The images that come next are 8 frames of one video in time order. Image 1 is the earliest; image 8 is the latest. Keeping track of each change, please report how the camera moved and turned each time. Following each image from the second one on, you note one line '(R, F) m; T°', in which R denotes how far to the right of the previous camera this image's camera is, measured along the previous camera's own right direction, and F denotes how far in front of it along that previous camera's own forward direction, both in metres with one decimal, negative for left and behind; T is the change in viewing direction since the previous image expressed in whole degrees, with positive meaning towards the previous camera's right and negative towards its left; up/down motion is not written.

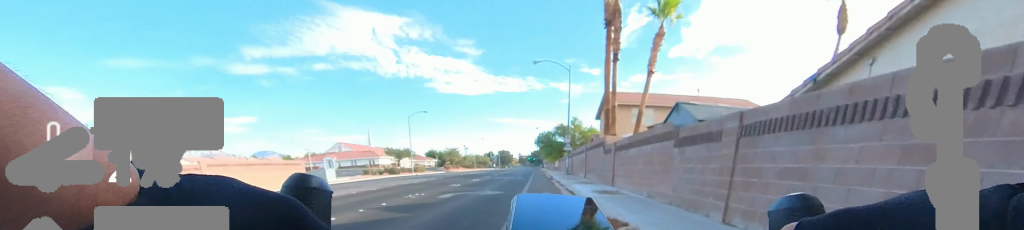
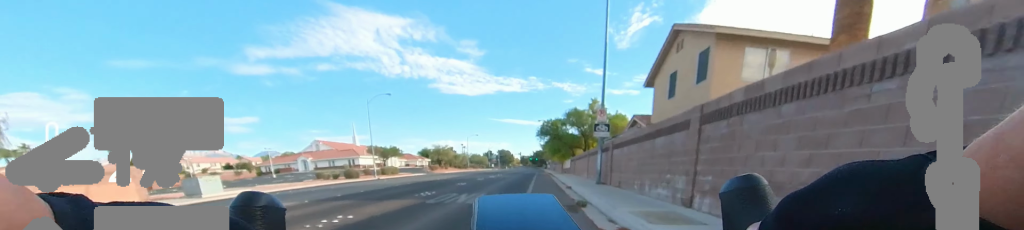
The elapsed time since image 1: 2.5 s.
(0.0, +14.7) m; 0°
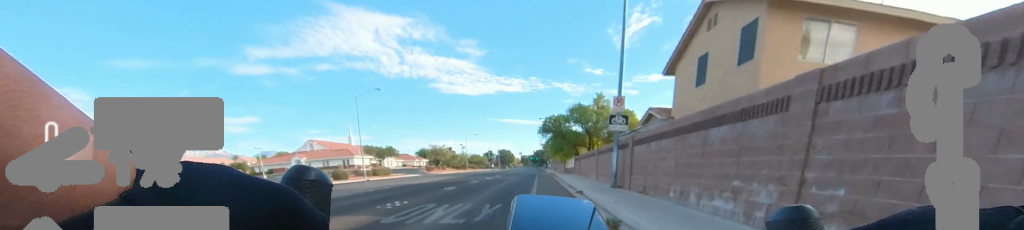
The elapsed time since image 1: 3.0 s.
(0.0, +2.0) m; 0°
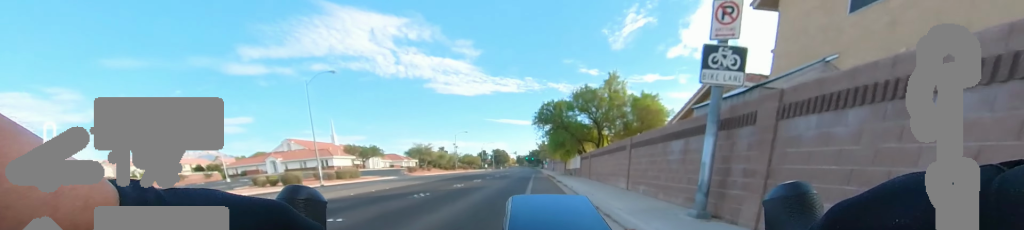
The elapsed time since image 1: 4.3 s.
(0.0, +5.5) m; 0°
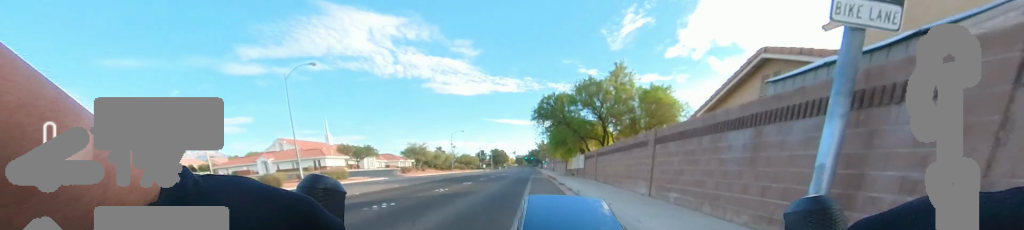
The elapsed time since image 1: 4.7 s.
(0.0, +2.2) m; 0°
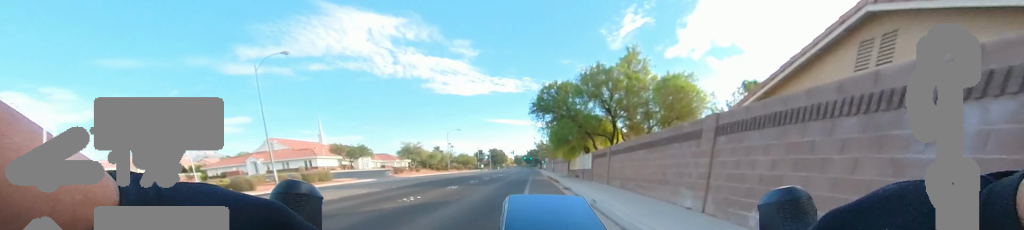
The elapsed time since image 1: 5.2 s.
(0.0, +3.1) m; 0°
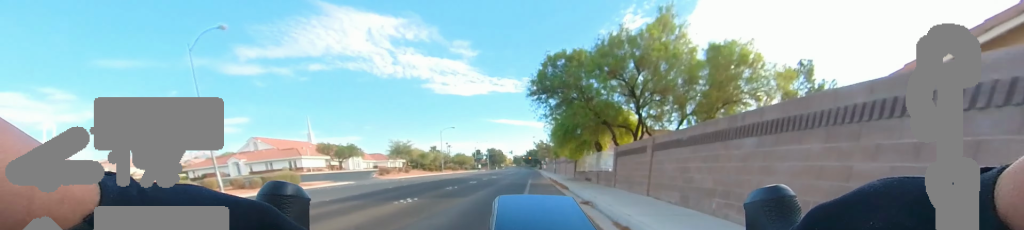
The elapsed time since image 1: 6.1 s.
(0.0, +5.2) m; 0°
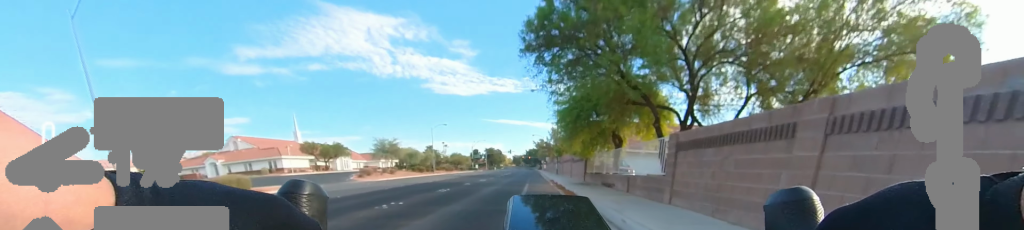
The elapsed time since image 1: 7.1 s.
(0.0, +5.8) m; 0°
